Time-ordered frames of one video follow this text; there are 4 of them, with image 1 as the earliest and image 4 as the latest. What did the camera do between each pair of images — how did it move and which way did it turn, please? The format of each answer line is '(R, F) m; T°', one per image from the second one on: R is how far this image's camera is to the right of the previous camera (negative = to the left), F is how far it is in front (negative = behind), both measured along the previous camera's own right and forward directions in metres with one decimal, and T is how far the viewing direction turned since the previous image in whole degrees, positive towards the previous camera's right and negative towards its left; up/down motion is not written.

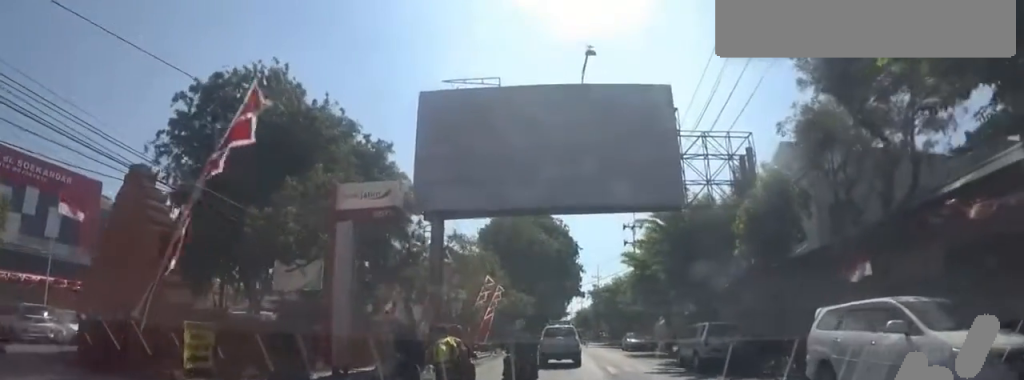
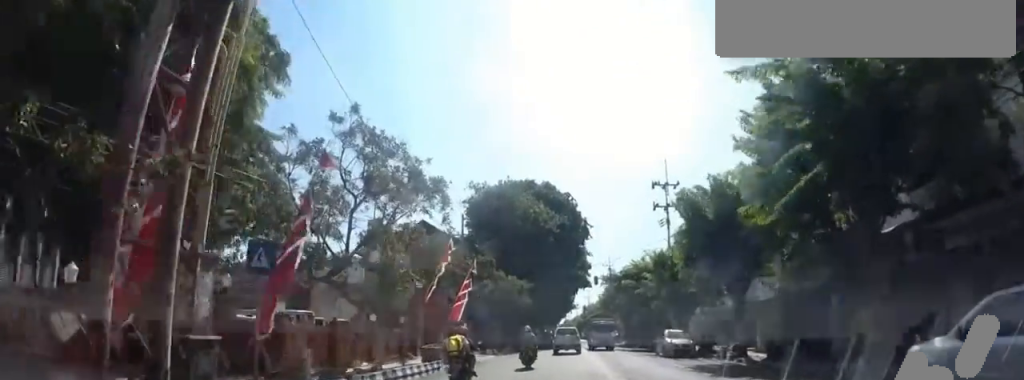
(-0.2, +13.9) m; -4°
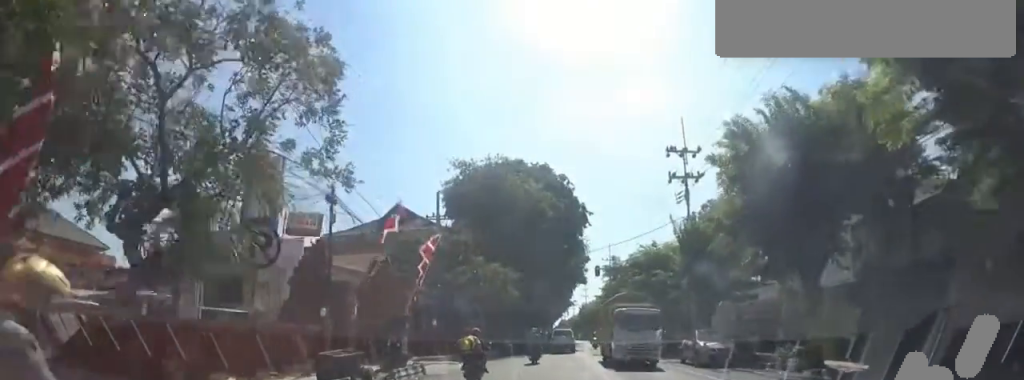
(-0.4, +6.7) m; +1°
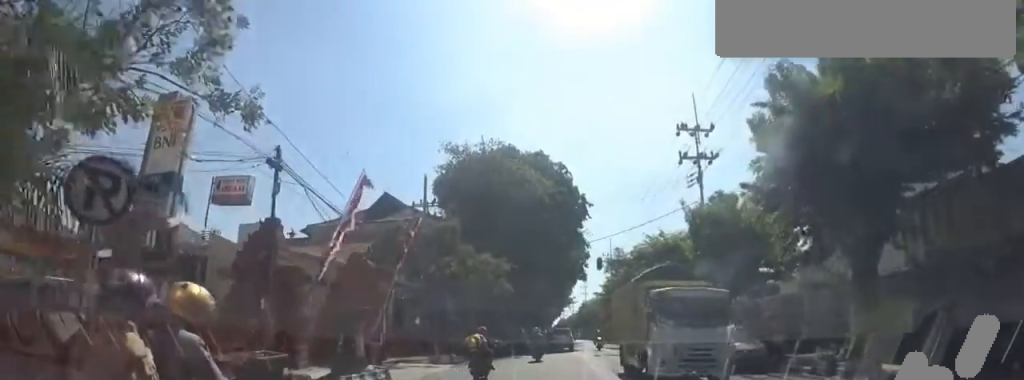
(+0.4, +3.3) m; -3°
